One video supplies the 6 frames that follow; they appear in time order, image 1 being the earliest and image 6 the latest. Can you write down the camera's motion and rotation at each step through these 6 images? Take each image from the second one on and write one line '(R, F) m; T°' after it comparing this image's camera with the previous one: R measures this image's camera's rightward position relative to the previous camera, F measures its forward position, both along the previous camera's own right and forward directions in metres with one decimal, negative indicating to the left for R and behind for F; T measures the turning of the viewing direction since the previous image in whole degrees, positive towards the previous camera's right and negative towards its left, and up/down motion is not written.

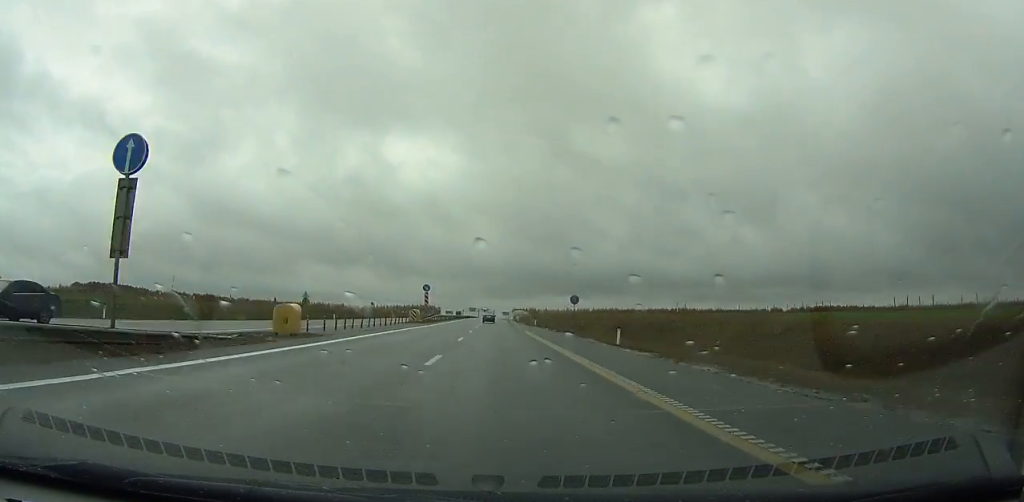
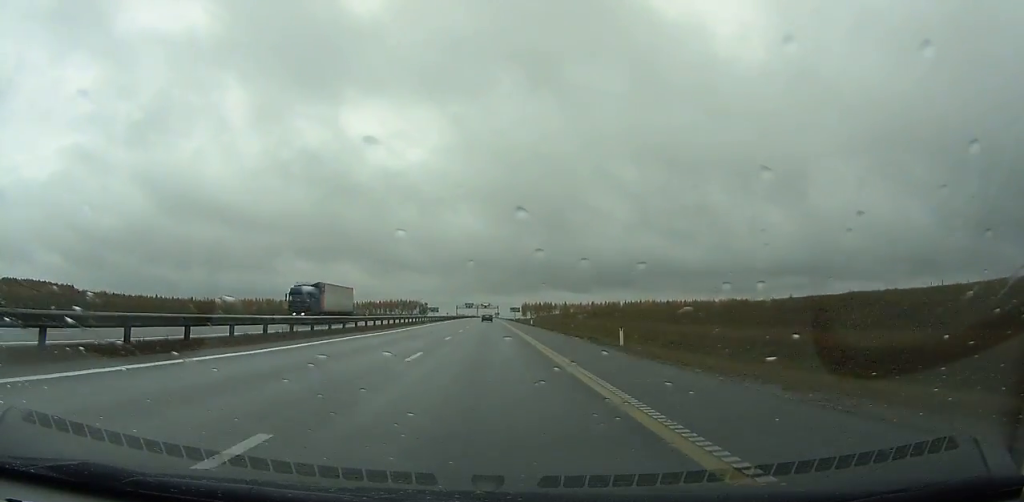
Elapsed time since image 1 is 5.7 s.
(-0.2, +154.0) m; 0°
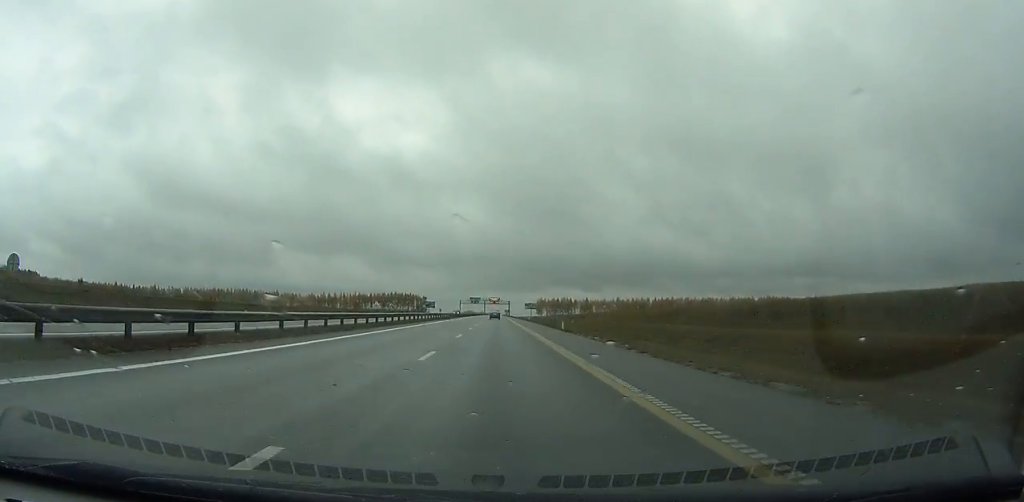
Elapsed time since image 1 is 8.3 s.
(-0.2, +72.6) m; 0°
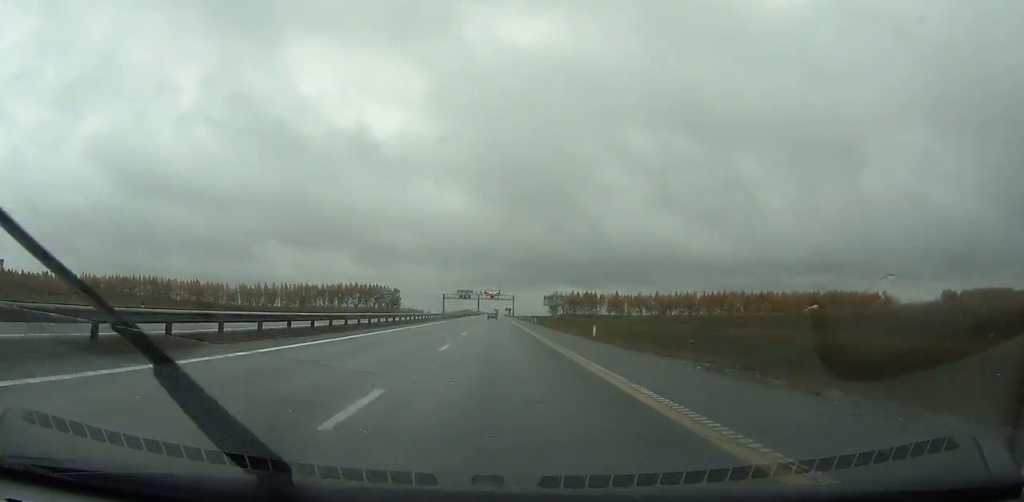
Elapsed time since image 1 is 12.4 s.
(0.0, +116.9) m; 0°
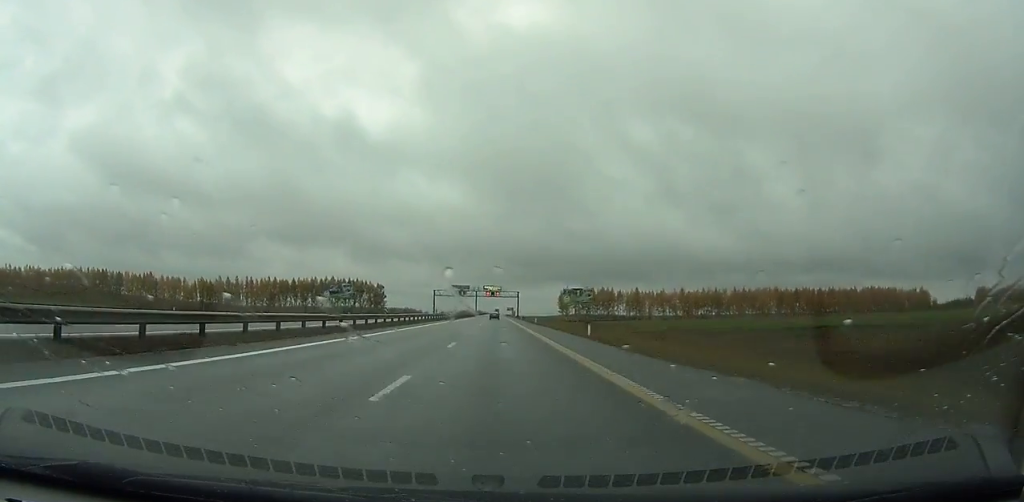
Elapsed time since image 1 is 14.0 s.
(0.0, +46.4) m; 0°
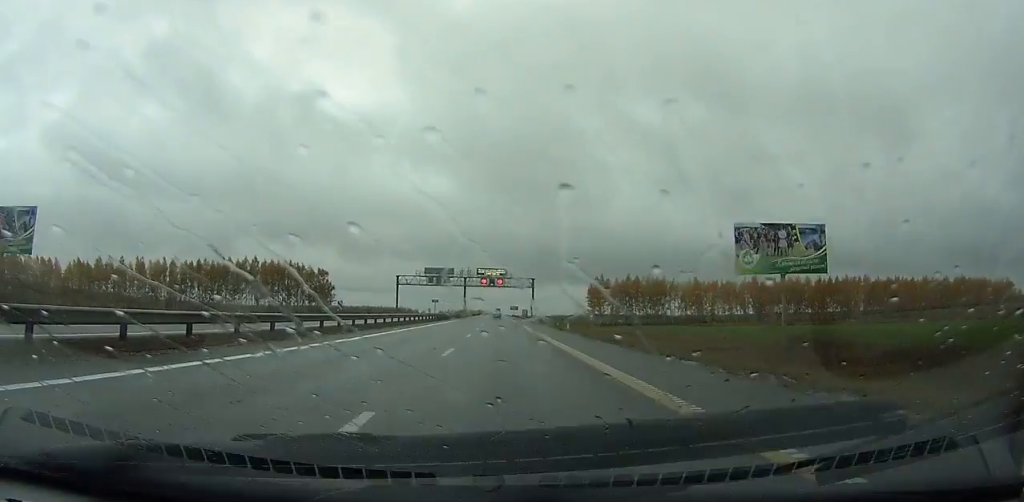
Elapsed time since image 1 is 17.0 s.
(-0.3, +88.2) m; 0°
